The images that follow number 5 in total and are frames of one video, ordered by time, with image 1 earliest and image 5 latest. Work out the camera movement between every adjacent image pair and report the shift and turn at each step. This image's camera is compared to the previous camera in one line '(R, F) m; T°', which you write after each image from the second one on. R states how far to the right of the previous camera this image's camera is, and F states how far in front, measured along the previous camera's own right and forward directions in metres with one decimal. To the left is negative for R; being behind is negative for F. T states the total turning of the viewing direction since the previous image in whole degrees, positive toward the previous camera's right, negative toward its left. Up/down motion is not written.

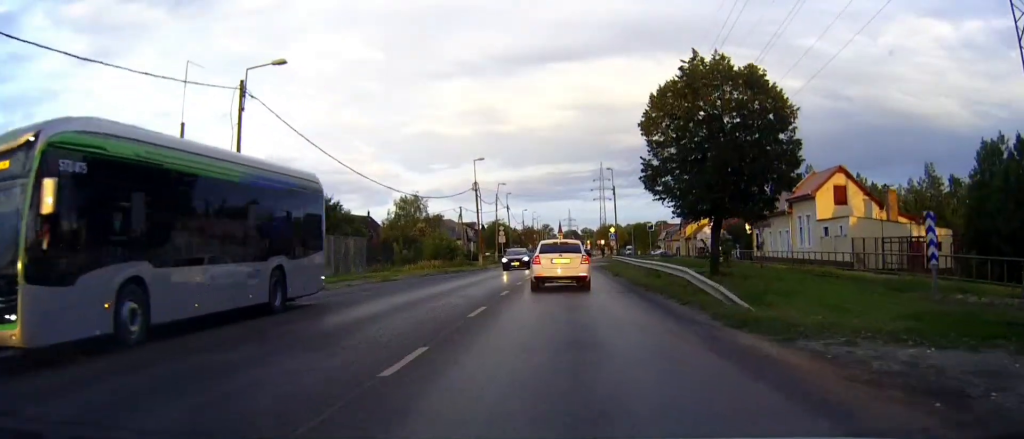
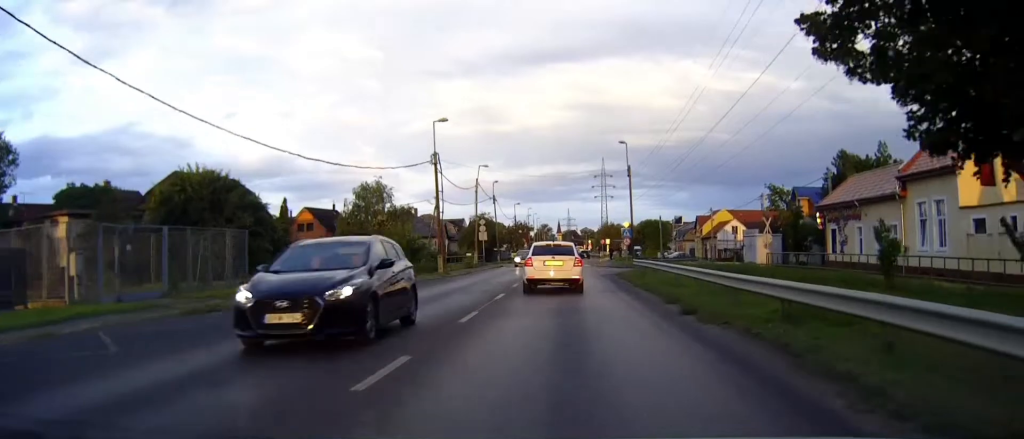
(0.0, +19.0) m; 0°
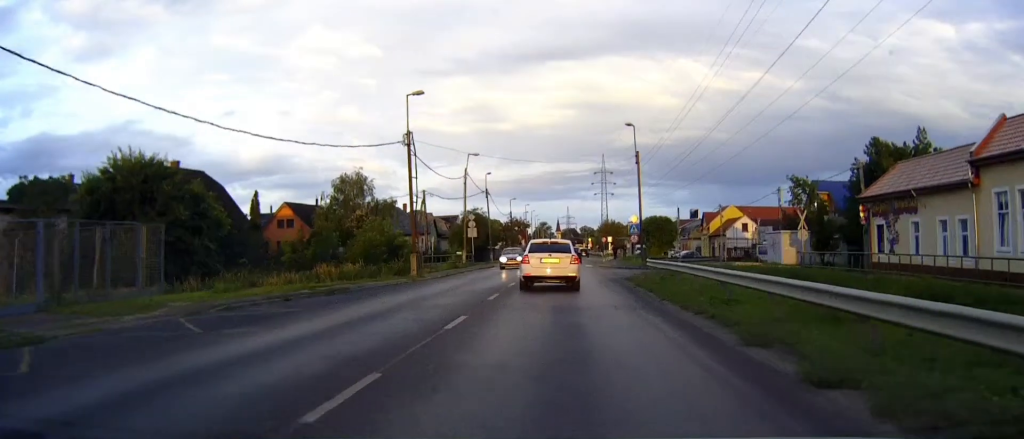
(0.0, +7.5) m; 0°
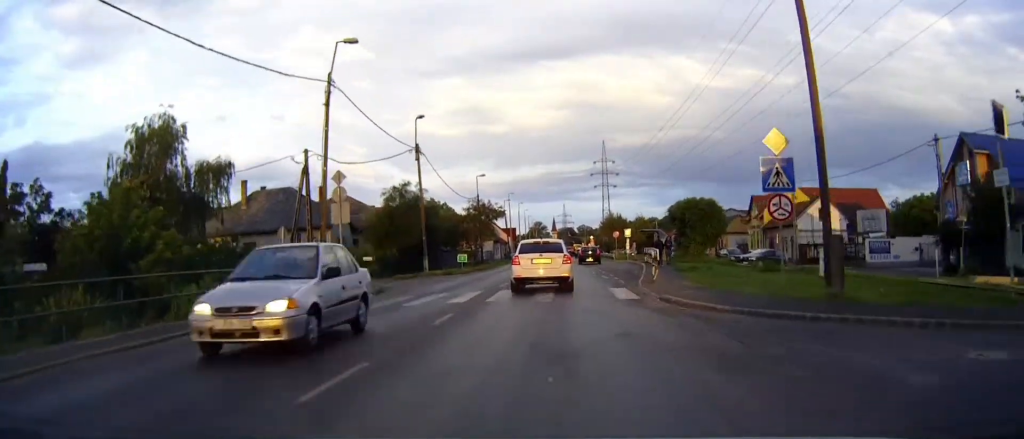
(+0.1, +35.4) m; 0°
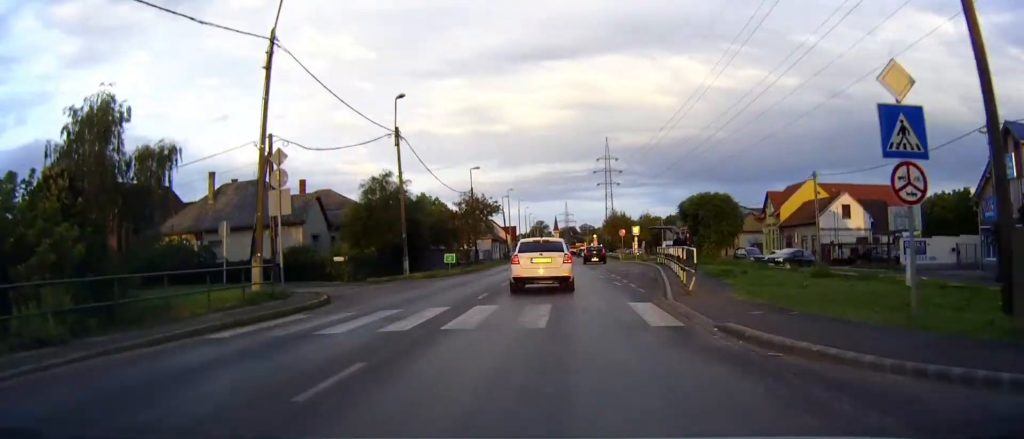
(0.0, +6.1) m; 0°
